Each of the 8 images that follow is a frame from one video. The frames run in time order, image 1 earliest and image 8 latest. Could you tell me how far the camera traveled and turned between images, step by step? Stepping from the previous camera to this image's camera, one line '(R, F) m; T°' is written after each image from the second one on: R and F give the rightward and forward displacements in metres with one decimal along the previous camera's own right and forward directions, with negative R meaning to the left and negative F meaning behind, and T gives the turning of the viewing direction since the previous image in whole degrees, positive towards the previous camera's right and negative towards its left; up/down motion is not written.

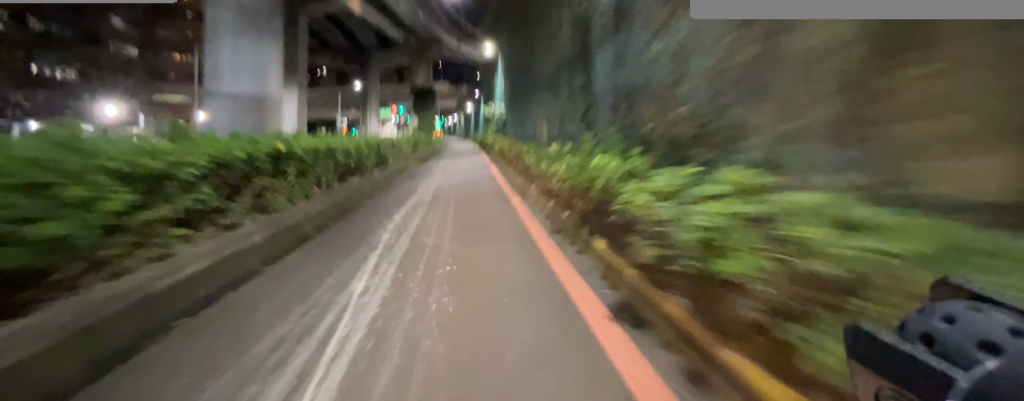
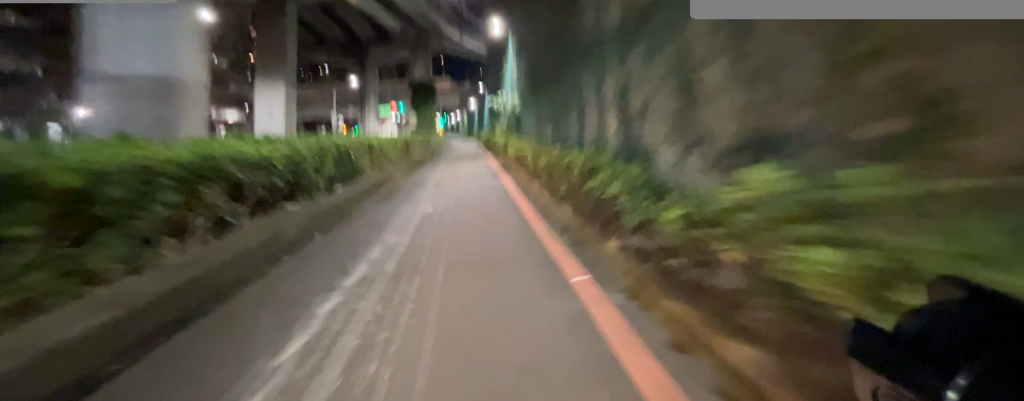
(0.0, +3.8) m; -1°
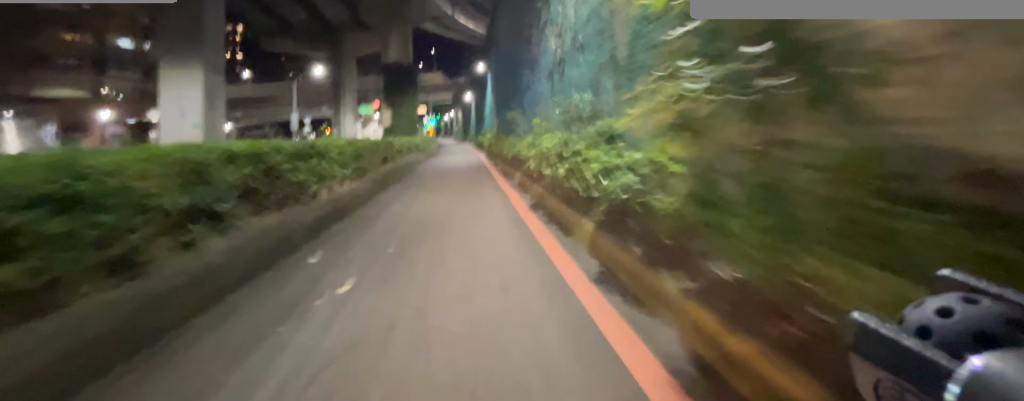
(-0.3, +11.3) m; -2°
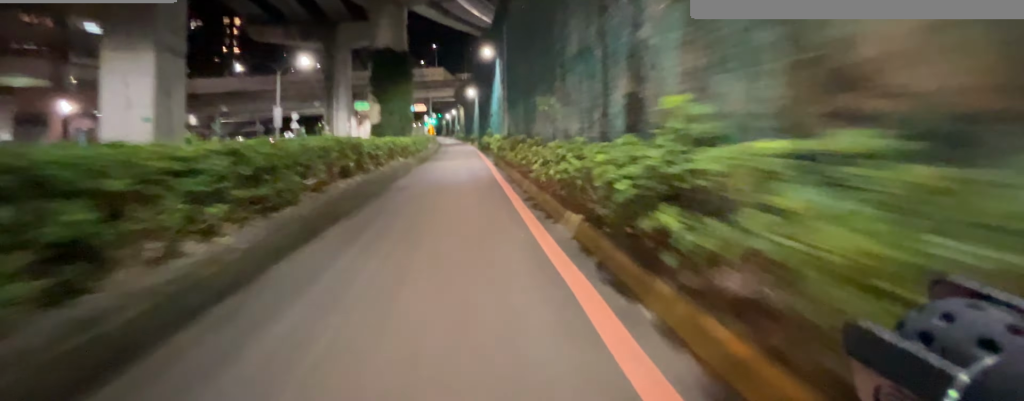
(0.0, +4.7) m; 0°
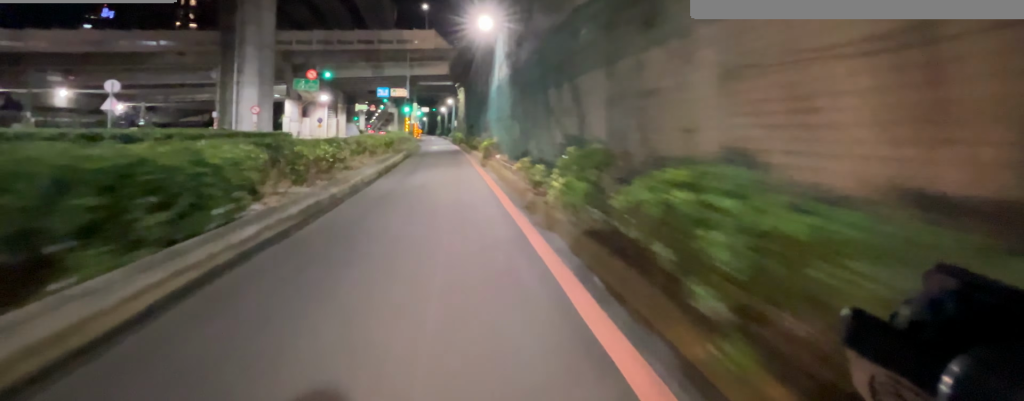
(-1.7, +25.9) m; -8°
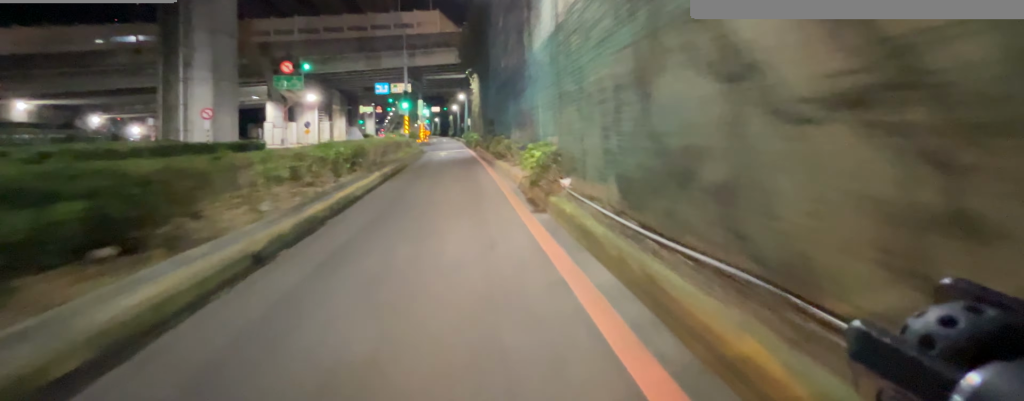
(-0.1, +8.5) m; +3°
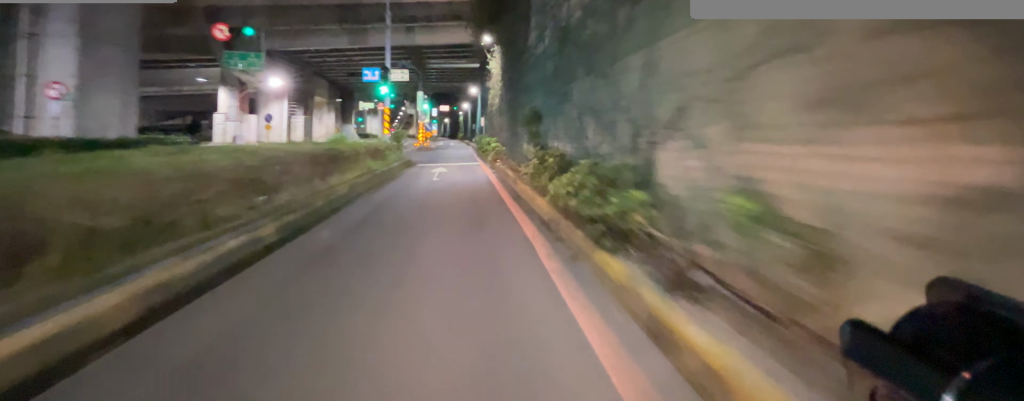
(+0.7, +10.2) m; +4°
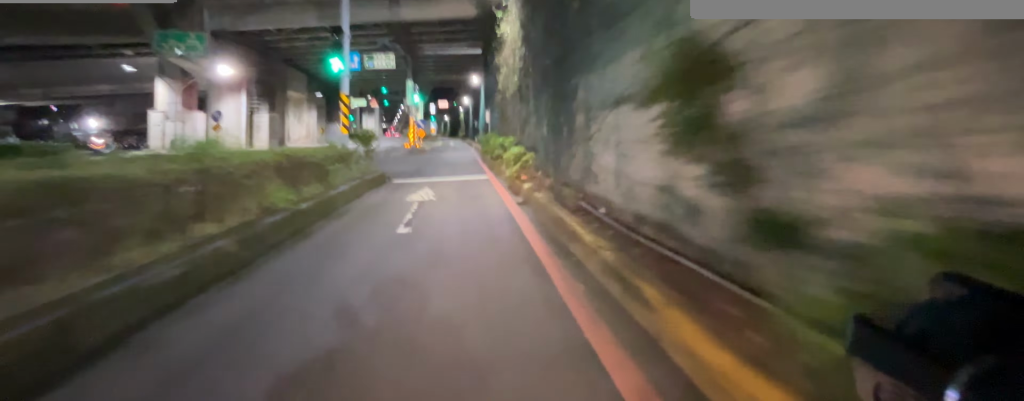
(0.0, +6.4) m; -4°
